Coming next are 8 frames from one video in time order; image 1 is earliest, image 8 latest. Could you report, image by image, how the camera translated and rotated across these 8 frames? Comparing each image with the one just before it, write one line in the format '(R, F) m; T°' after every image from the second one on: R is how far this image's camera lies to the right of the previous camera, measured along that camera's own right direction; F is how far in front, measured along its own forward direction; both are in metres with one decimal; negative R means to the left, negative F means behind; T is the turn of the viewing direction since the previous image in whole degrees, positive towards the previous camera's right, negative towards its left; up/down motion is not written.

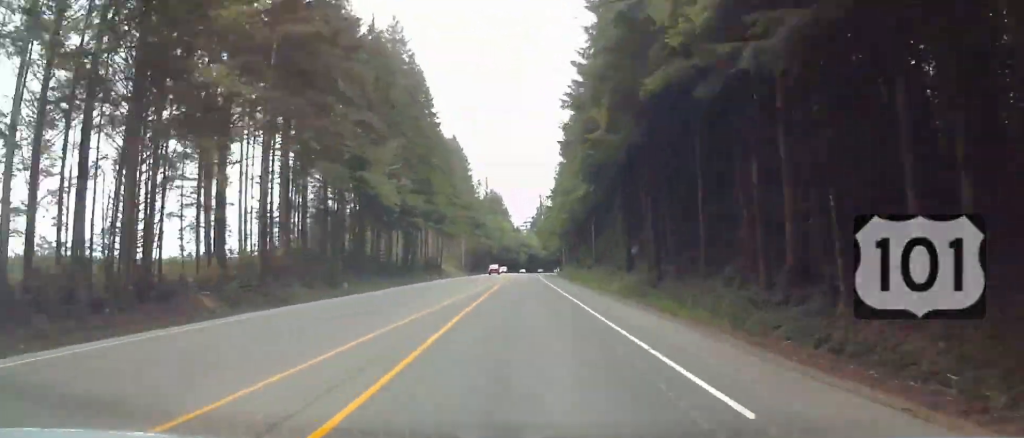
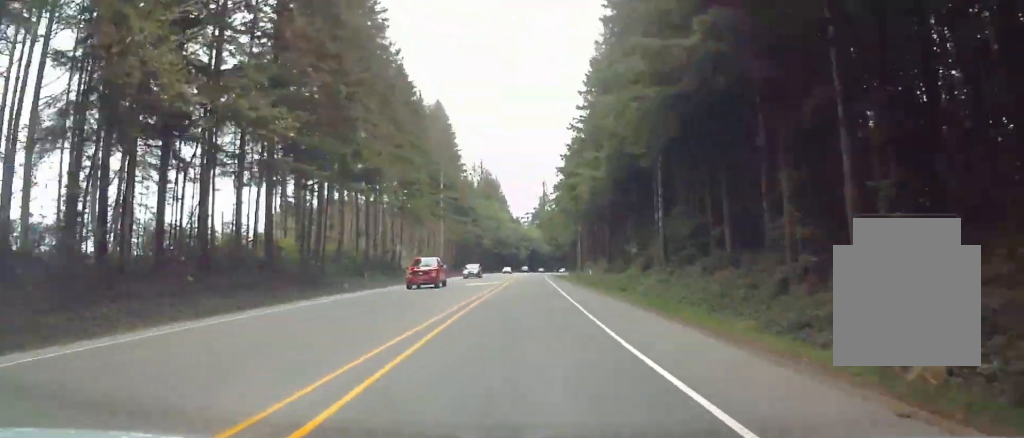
(0.0, +45.0) m; 0°
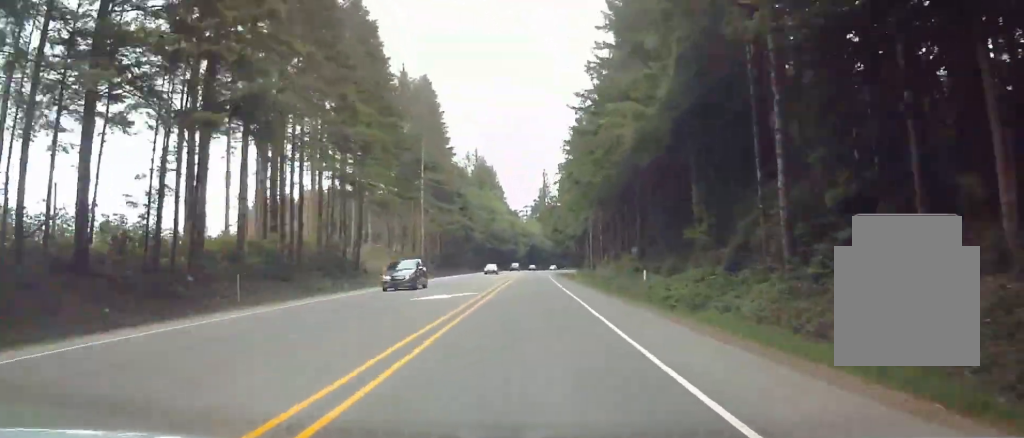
(0.0, +22.4) m; 0°
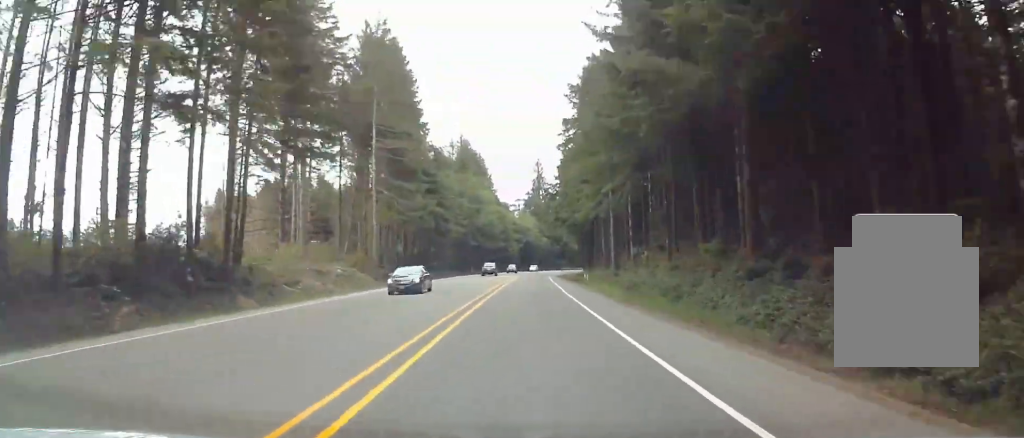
(0.0, +29.3) m; 0°
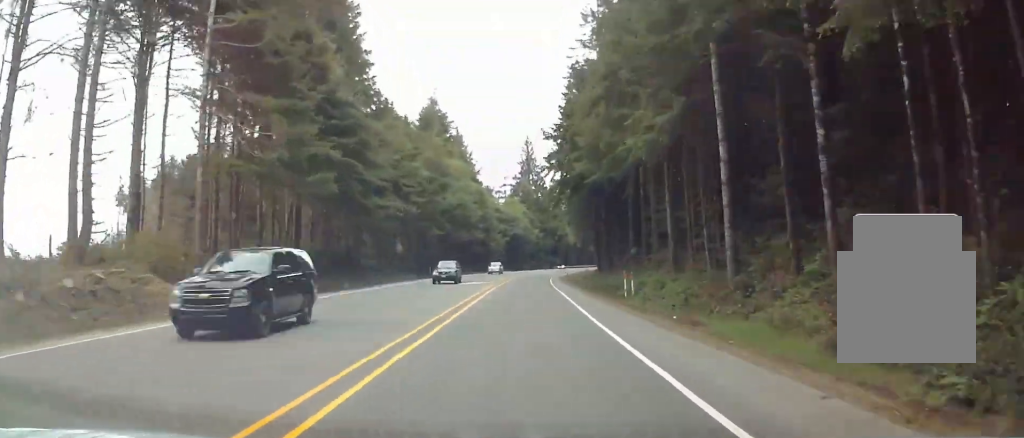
(0.0, +39.6) m; 0°
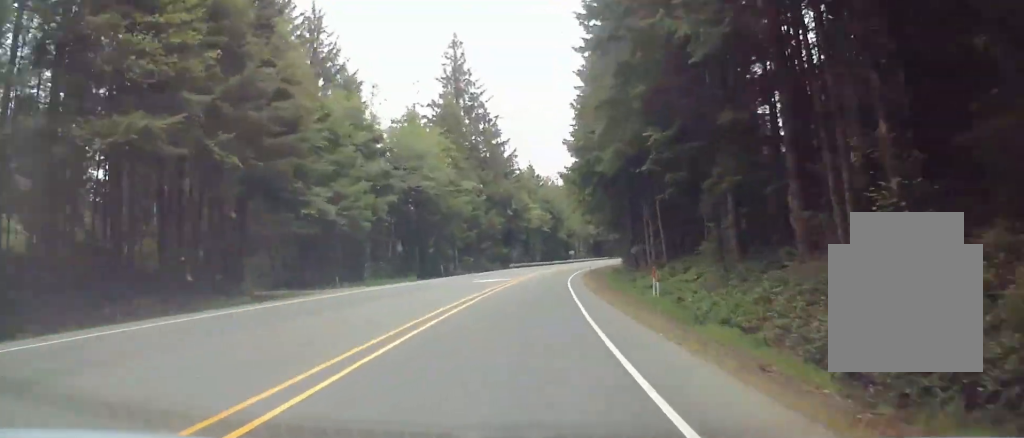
(+0.1, +97.0) m; +3°
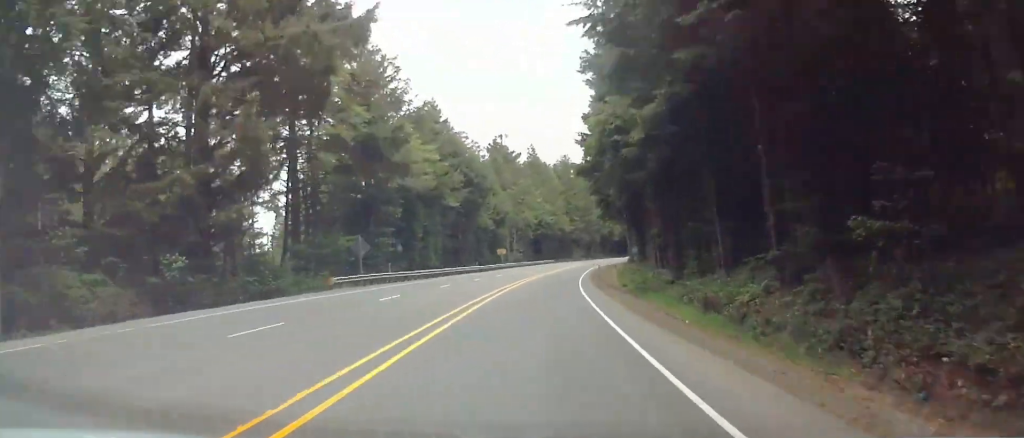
(+5.9, +76.6) m; +8°
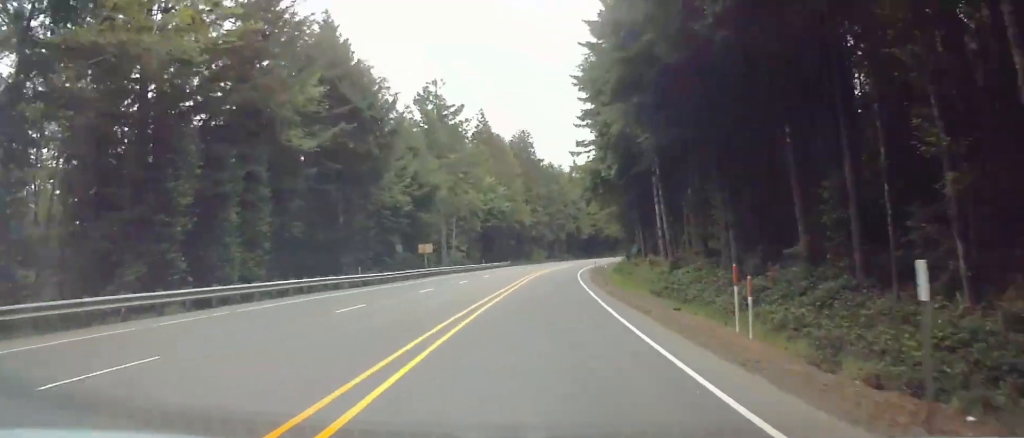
(+1.3, +41.8) m; +4°
